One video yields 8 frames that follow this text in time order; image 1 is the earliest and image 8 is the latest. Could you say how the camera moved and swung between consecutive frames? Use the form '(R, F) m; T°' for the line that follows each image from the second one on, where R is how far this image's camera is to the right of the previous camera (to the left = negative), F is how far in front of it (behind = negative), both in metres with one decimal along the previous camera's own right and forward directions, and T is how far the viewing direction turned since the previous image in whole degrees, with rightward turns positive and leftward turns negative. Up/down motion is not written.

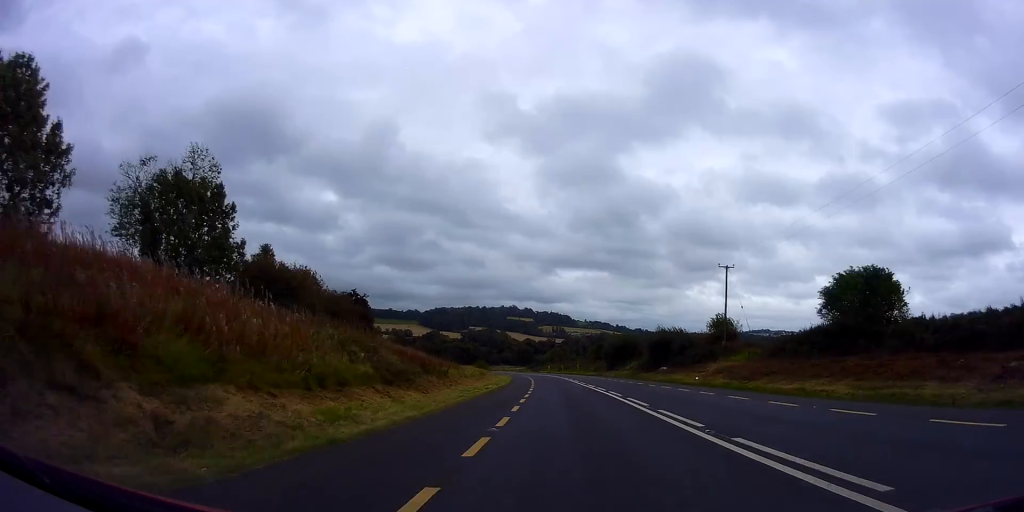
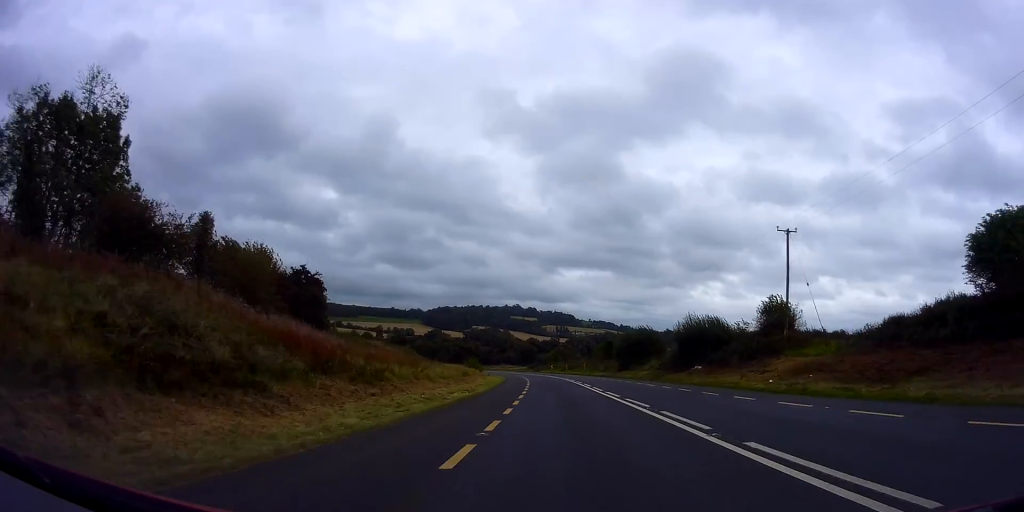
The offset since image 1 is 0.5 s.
(0.0, +13.2) m; +1°
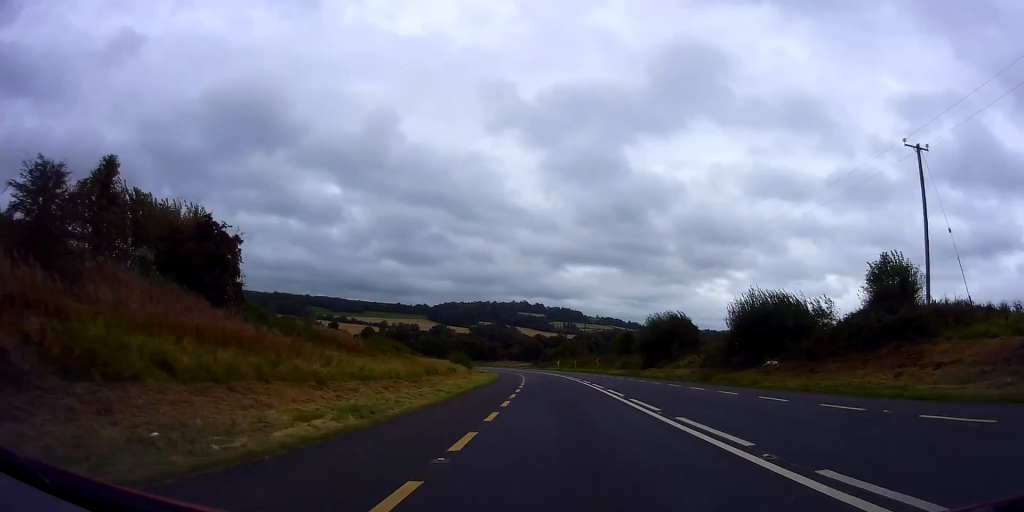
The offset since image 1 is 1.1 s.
(+0.3, +14.8) m; -1°
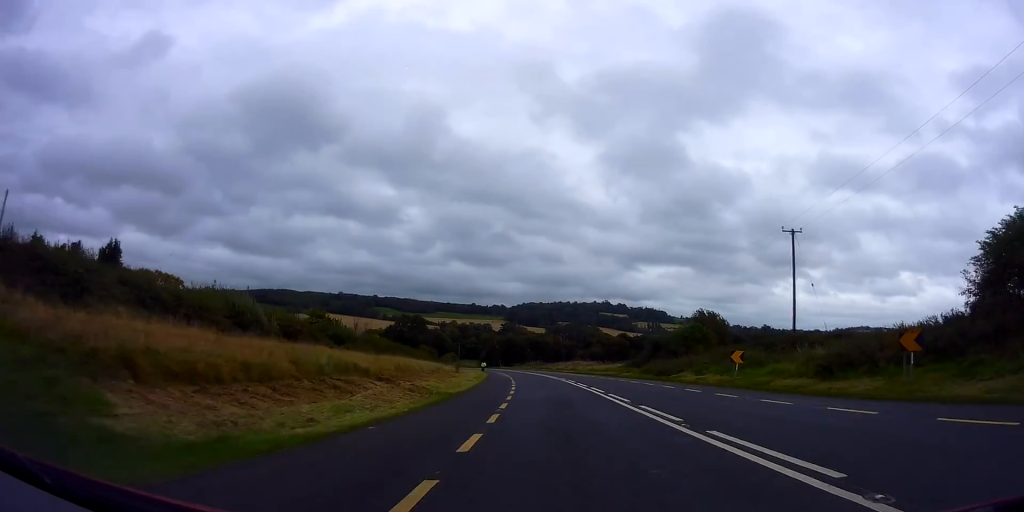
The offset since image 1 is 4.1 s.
(-3.4, +77.6) m; -6°
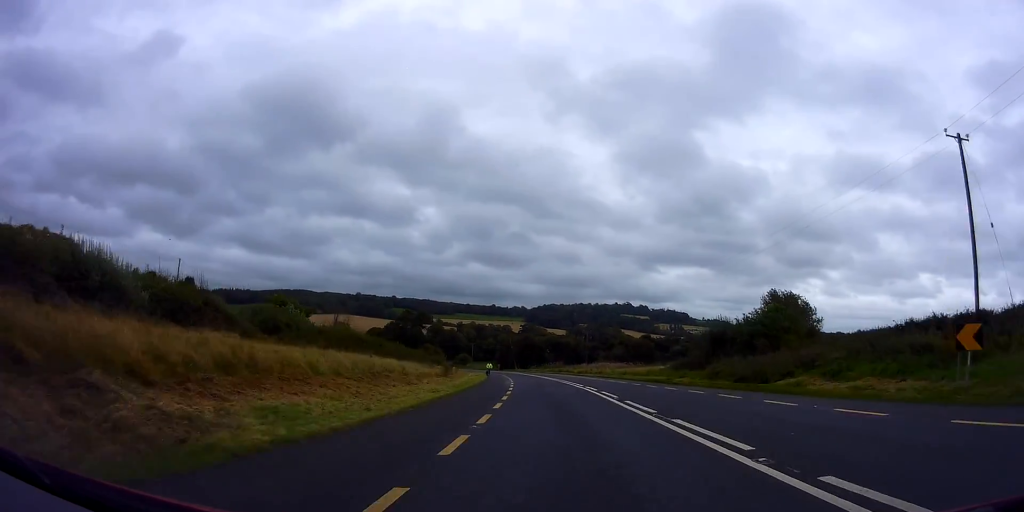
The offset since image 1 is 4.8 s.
(-0.5, +16.9) m; -2°
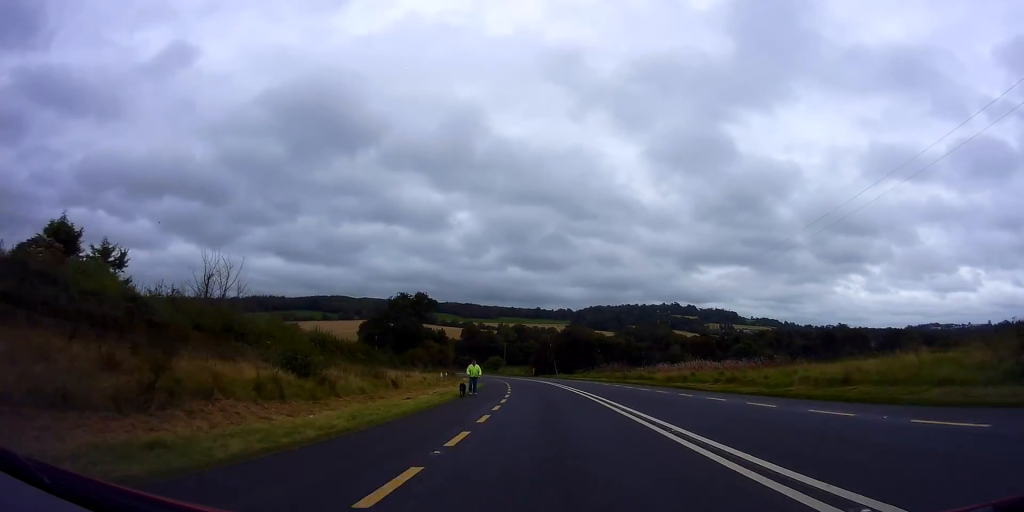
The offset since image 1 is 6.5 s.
(-0.7, +39.8) m; -5°
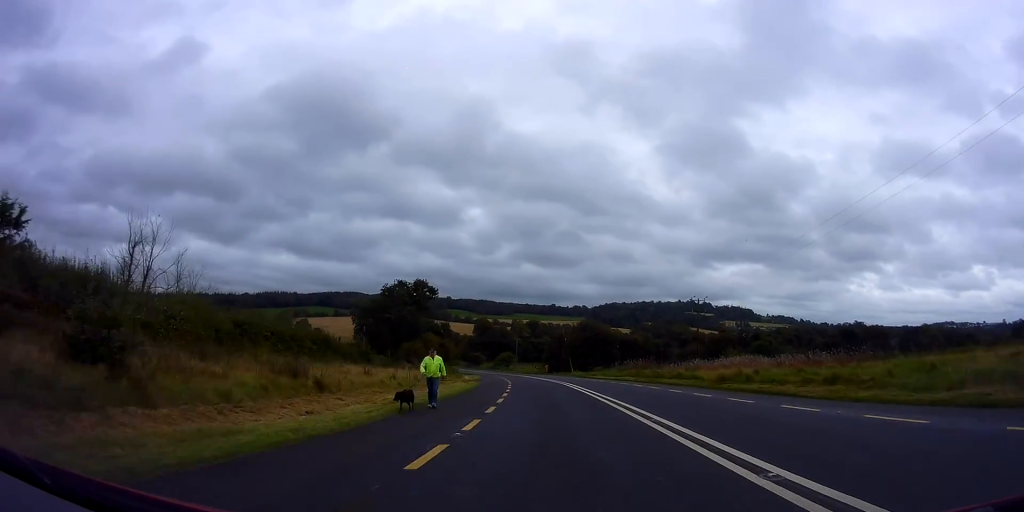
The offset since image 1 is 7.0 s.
(-0.9, +10.6) m; -2°
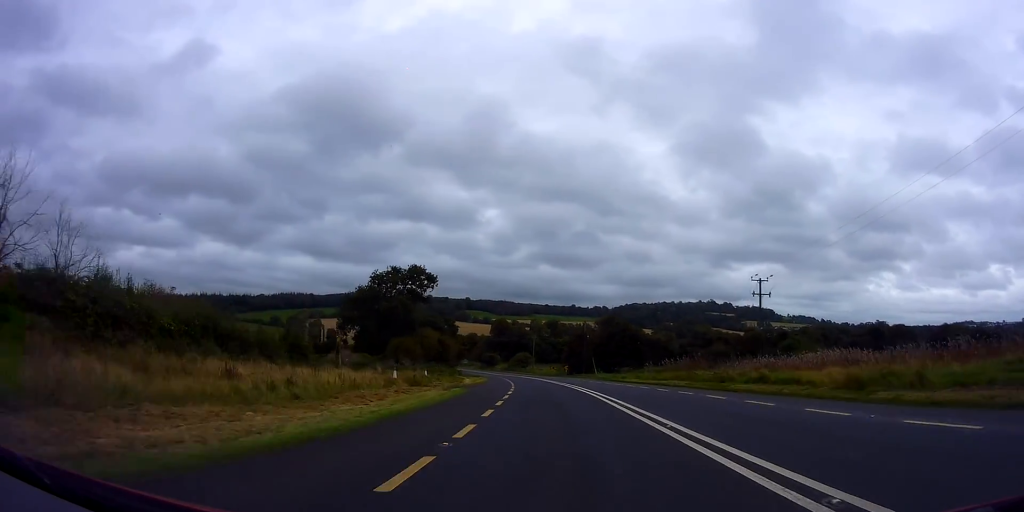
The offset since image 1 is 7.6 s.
(-0.6, +13.6) m; -2°
